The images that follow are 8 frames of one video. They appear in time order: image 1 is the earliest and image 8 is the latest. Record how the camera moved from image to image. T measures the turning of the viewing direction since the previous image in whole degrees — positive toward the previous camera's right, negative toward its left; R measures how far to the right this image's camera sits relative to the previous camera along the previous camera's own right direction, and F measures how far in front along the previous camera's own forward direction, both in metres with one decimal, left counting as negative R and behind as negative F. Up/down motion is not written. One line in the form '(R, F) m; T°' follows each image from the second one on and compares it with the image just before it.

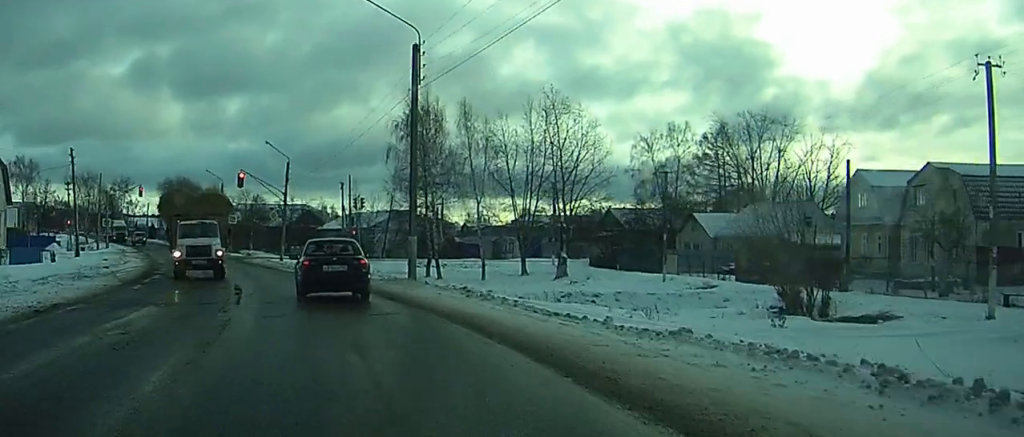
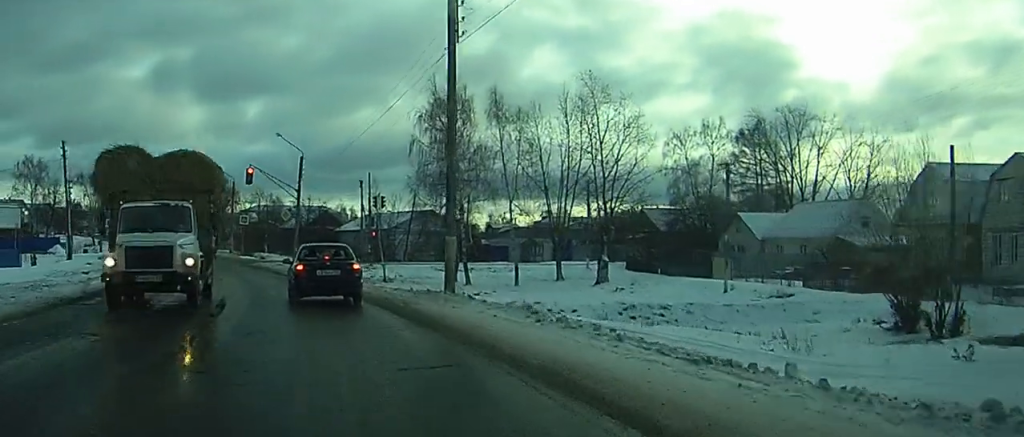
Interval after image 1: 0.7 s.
(0.0, +6.2) m; -1°
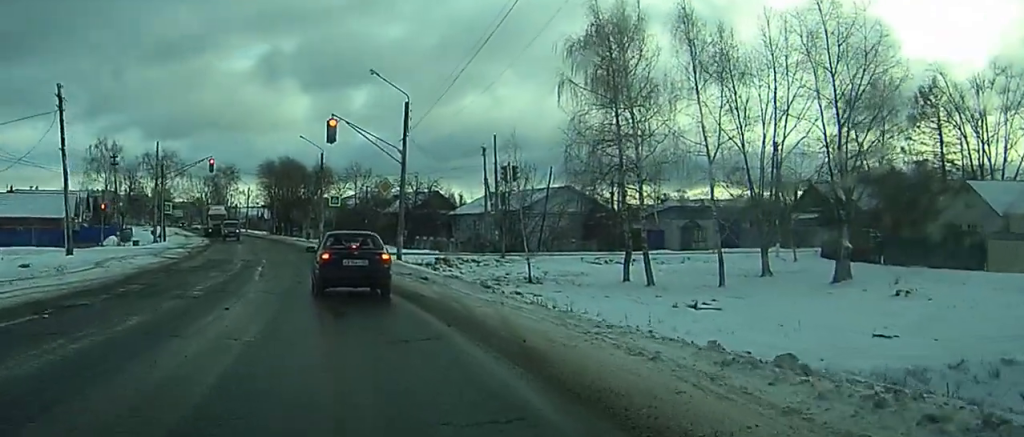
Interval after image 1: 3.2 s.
(-0.3, +19.9) m; -2°
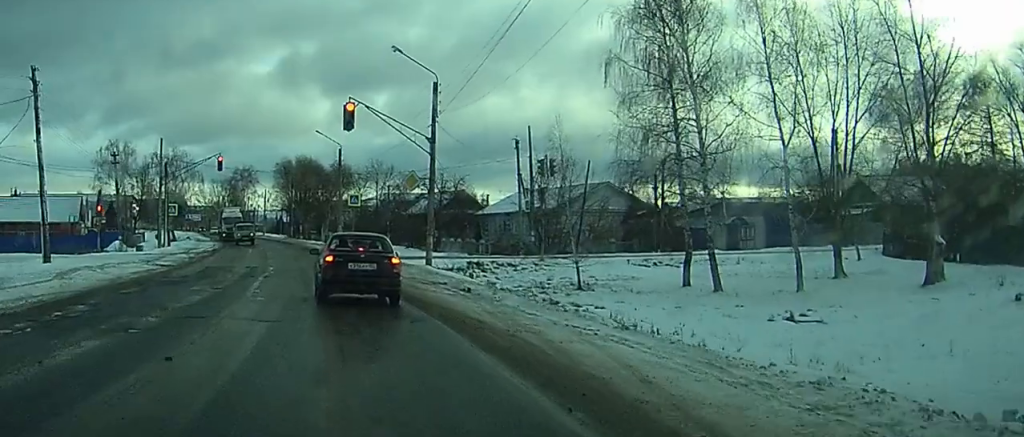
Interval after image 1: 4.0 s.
(-0.1, +5.9) m; -1°
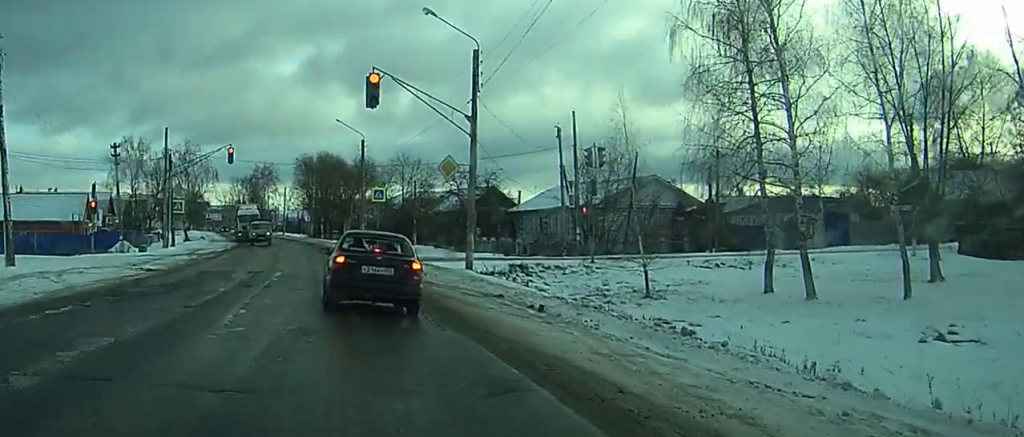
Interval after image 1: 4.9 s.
(-0.1, +6.4) m; -1°
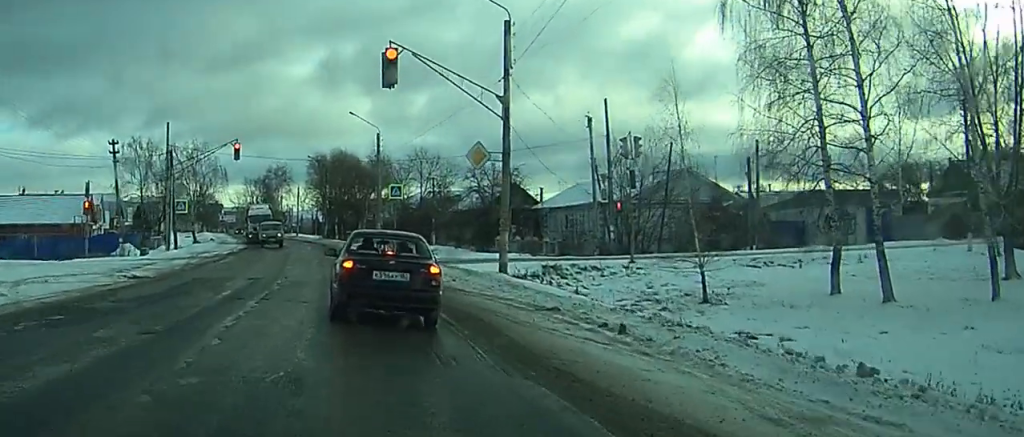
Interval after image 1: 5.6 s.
(+0.1, +4.5) m; -1°
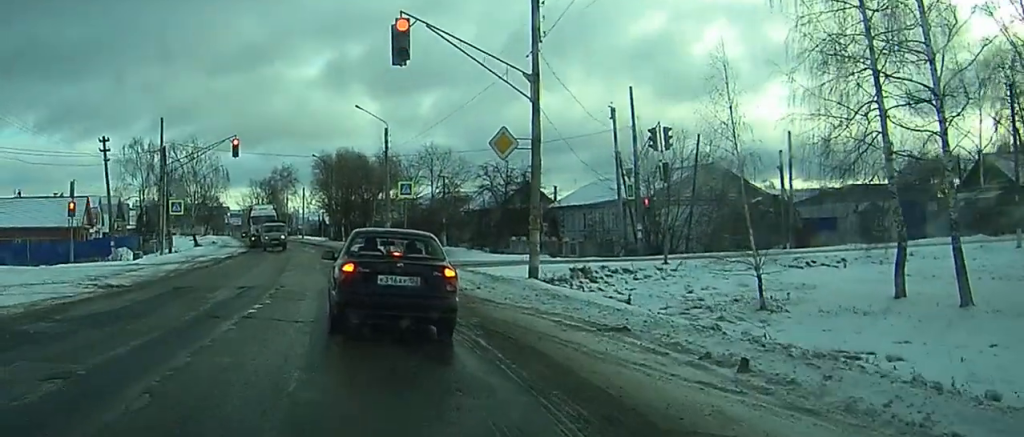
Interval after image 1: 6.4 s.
(-0.2, +4.3) m; -2°
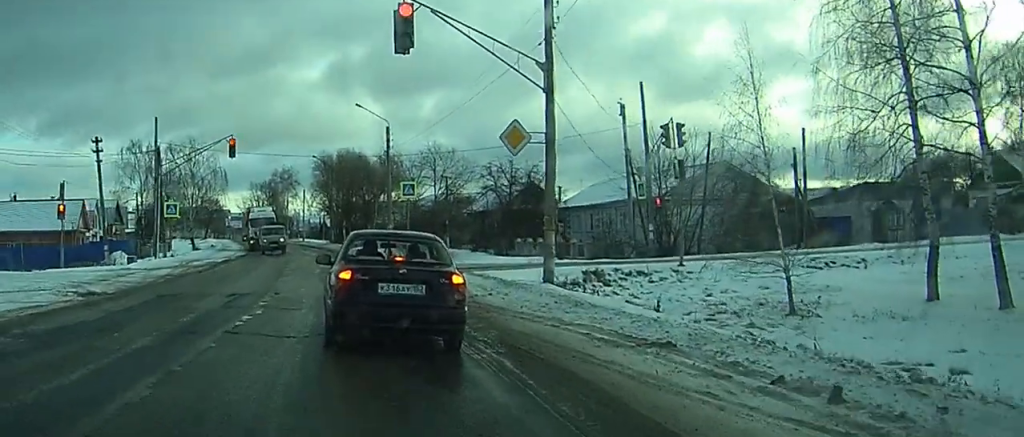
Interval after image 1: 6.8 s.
(0.0, +2.2) m; -1°
